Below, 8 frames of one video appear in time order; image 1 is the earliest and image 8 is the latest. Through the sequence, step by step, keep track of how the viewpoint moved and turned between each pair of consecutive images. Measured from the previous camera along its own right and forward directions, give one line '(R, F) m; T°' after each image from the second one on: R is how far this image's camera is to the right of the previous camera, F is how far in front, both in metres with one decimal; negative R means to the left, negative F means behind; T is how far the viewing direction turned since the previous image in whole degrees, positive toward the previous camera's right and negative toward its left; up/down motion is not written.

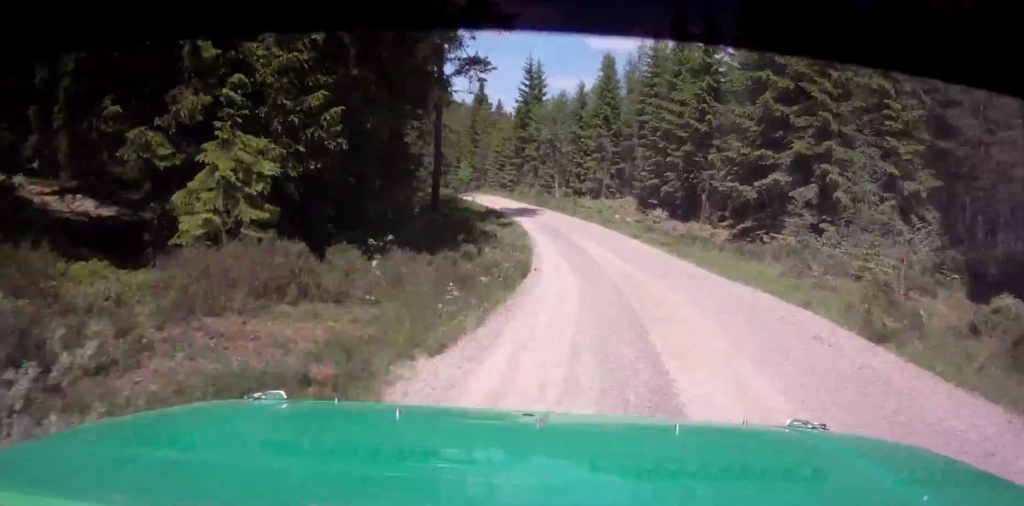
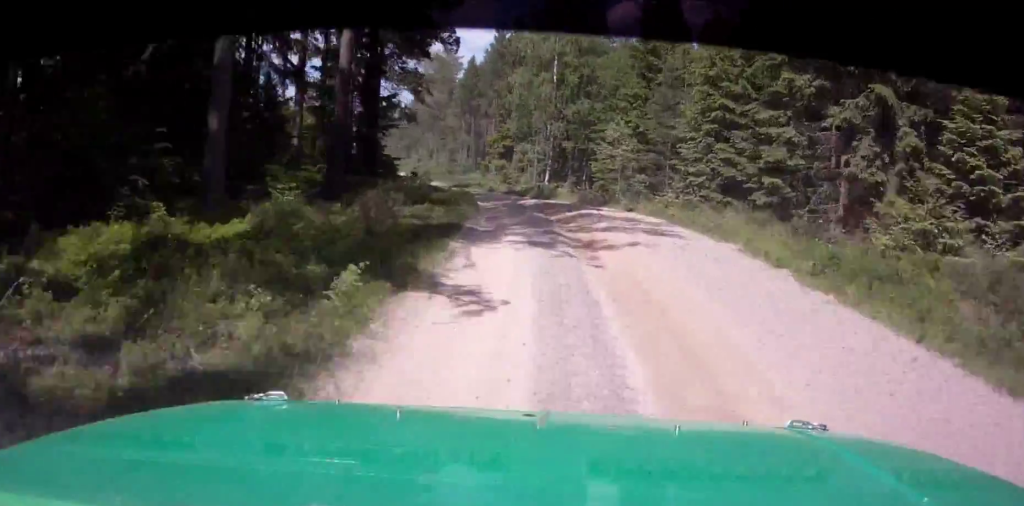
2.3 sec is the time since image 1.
(-7.2, +74.3) m; -16°
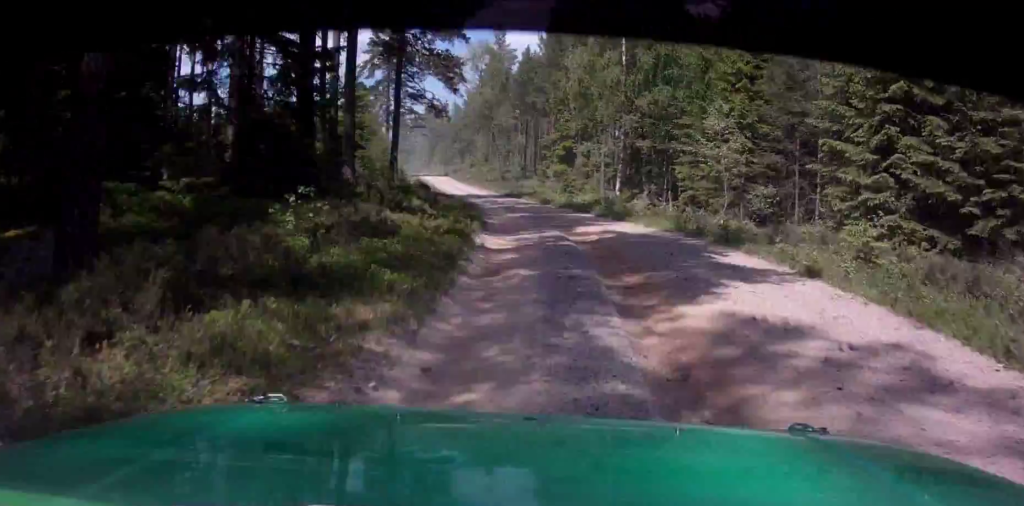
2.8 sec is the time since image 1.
(-0.4, +14.7) m; -6°
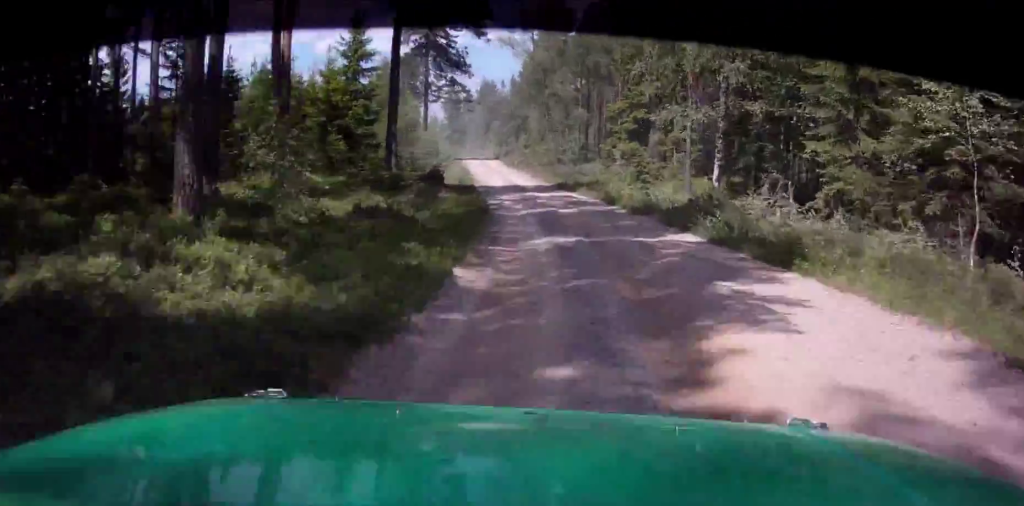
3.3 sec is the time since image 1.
(-1.3, +16.6) m; -6°
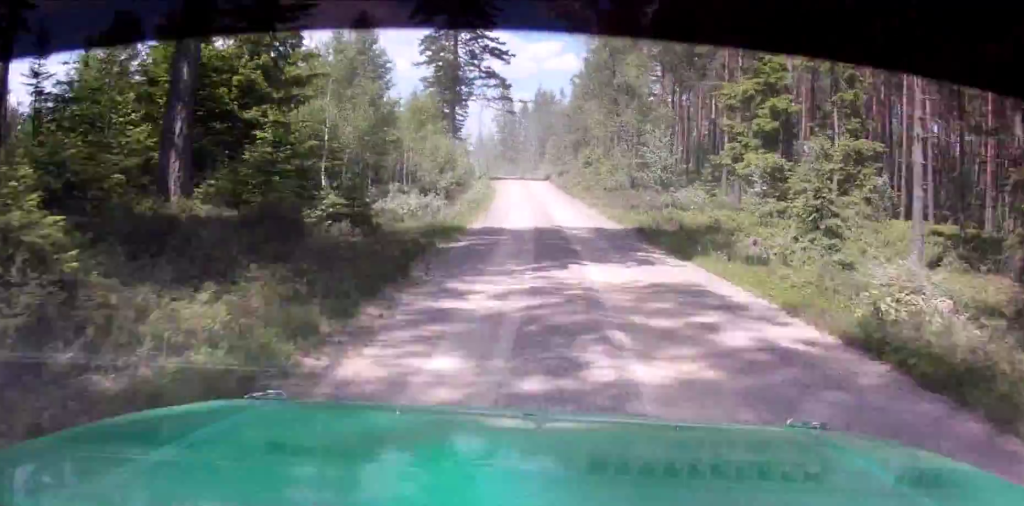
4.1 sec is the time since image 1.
(-1.6, +24.0) m; -7°
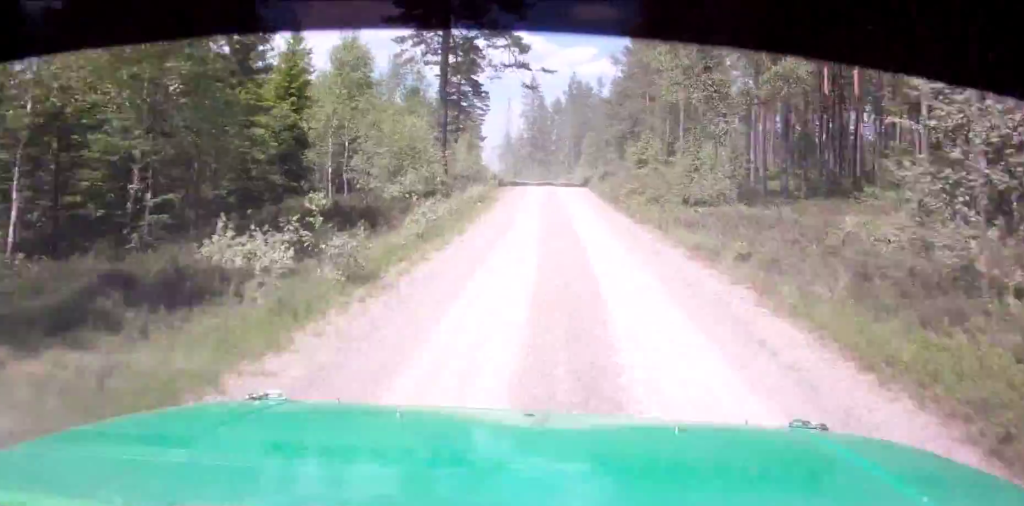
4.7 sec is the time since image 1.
(-1.1, +21.4) m; -3°
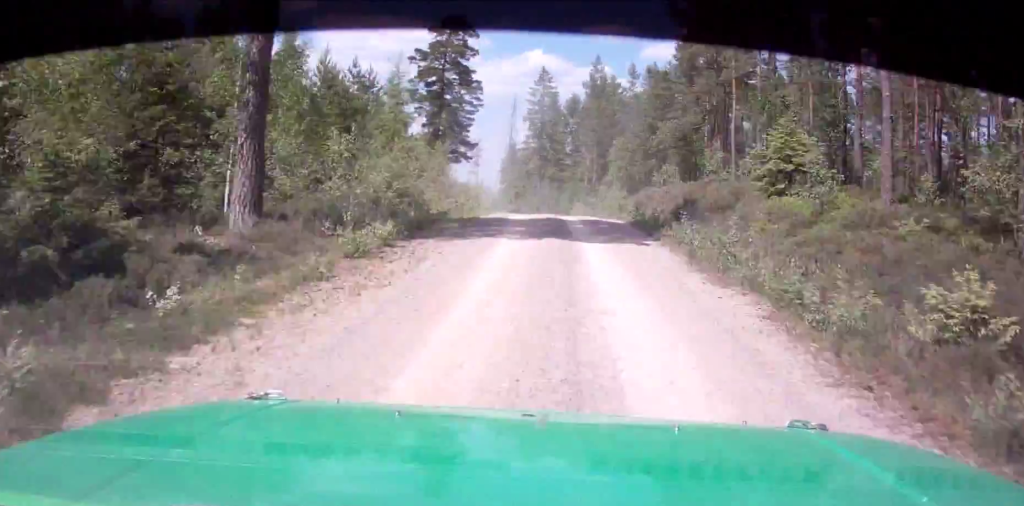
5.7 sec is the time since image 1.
(-1.0, +30.4) m; -3°
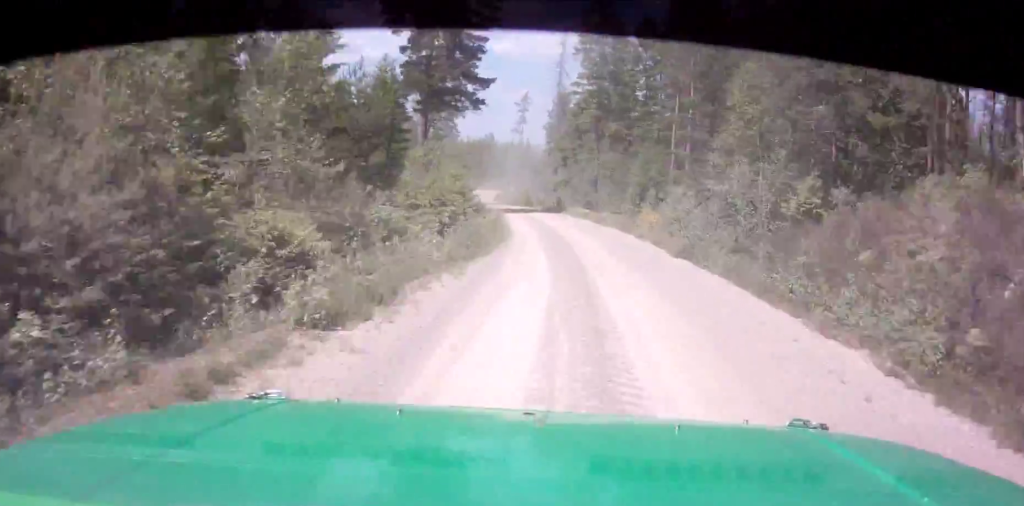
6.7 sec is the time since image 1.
(-0.6, +33.0) m; -3°
